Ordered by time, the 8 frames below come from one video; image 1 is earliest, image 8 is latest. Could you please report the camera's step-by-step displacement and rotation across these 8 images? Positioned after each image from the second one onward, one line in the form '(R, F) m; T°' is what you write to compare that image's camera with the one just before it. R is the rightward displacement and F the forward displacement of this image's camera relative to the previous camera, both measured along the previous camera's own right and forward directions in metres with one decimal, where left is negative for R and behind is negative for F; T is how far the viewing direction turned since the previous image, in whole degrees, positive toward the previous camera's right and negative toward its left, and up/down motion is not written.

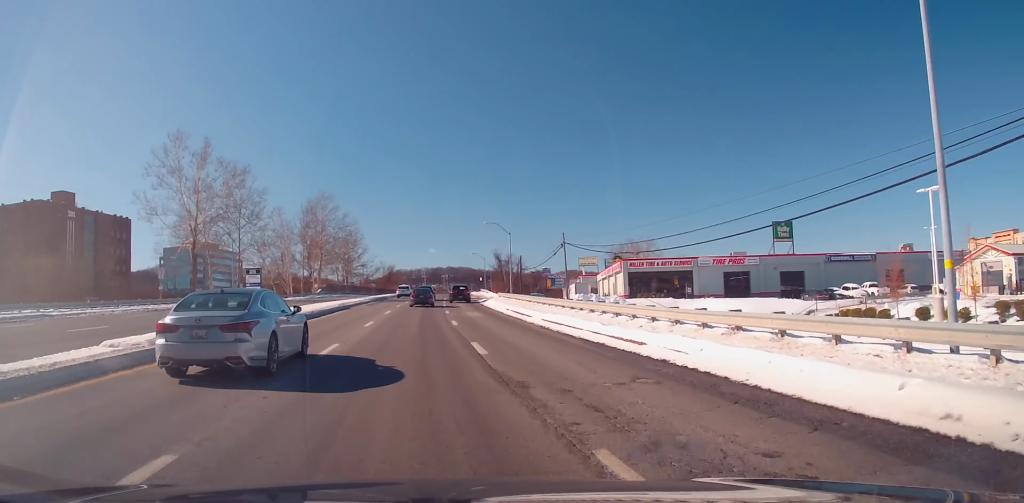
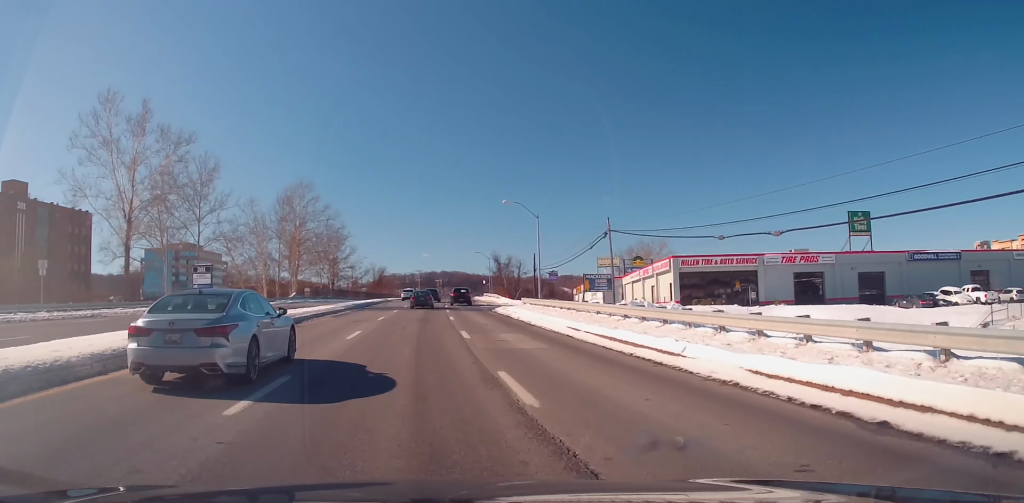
(+0.1, +18.1) m; +1°
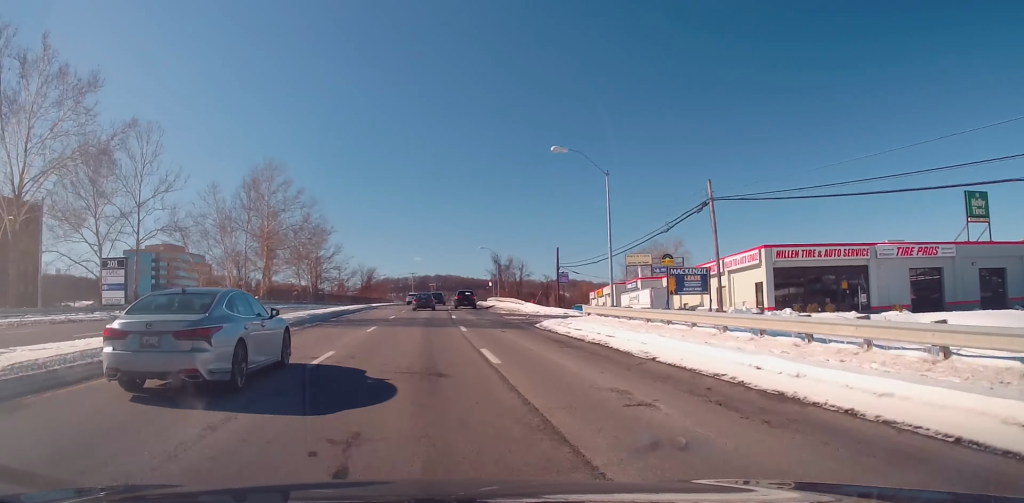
(+0.3, +19.1) m; +1°
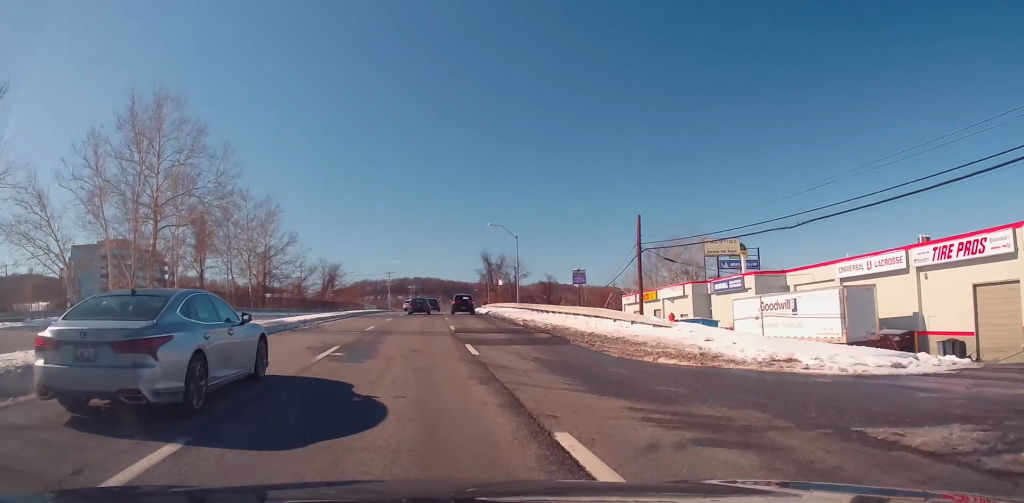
(+0.2, +32.6) m; +1°
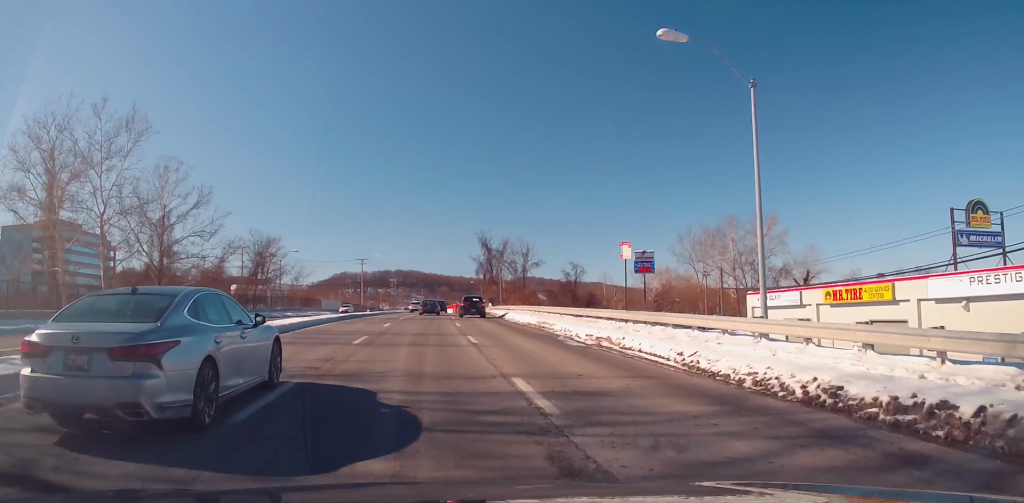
(+0.5, +42.3) m; +2°
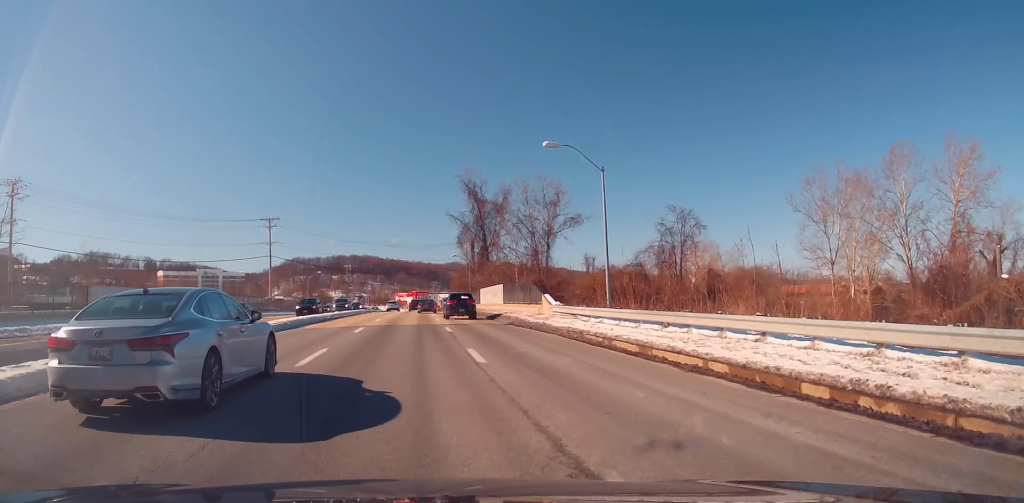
(+2.2, +67.7) m; +3°
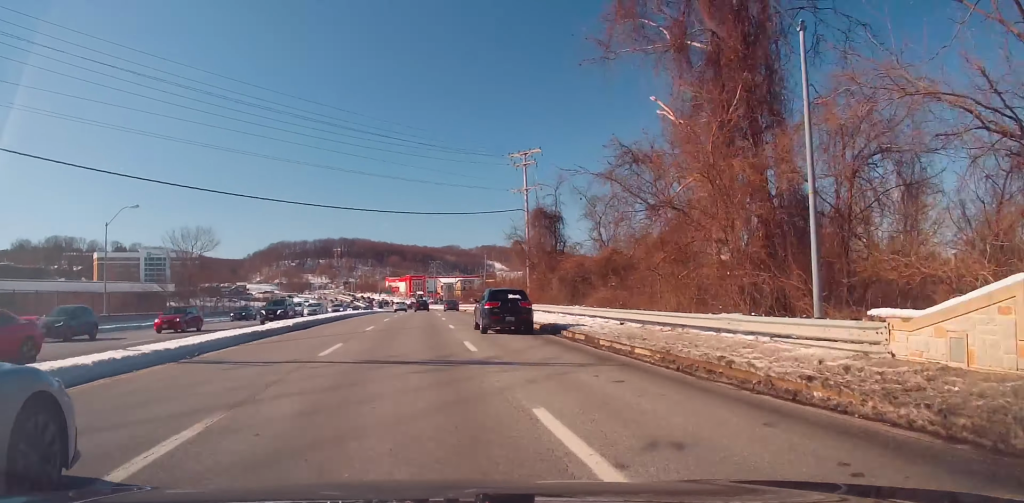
(+1.0, +82.3) m; +1°
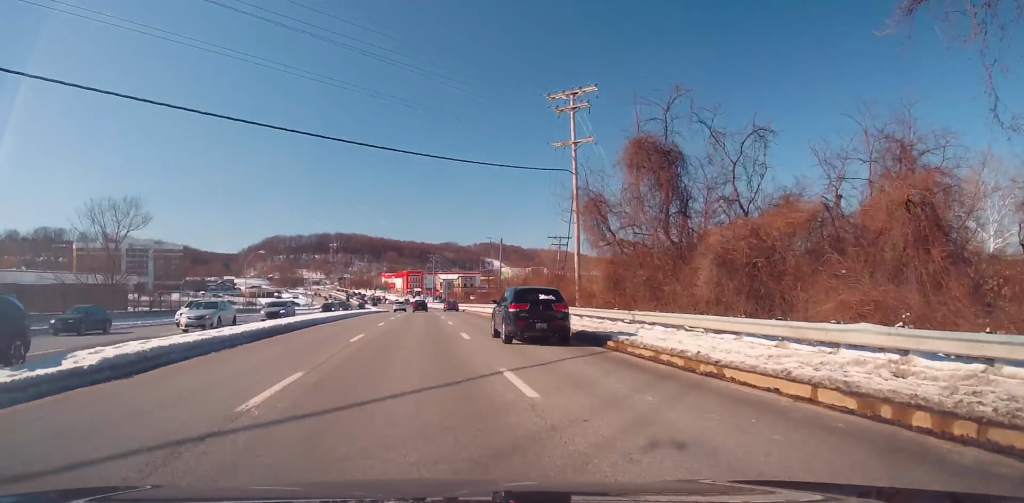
(0.0, +19.2) m; 0°
